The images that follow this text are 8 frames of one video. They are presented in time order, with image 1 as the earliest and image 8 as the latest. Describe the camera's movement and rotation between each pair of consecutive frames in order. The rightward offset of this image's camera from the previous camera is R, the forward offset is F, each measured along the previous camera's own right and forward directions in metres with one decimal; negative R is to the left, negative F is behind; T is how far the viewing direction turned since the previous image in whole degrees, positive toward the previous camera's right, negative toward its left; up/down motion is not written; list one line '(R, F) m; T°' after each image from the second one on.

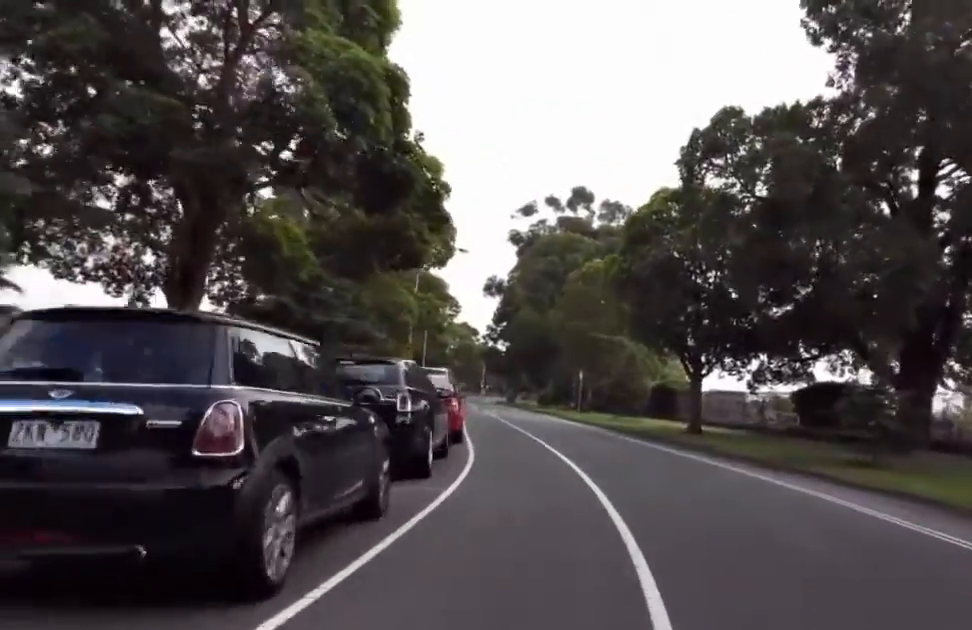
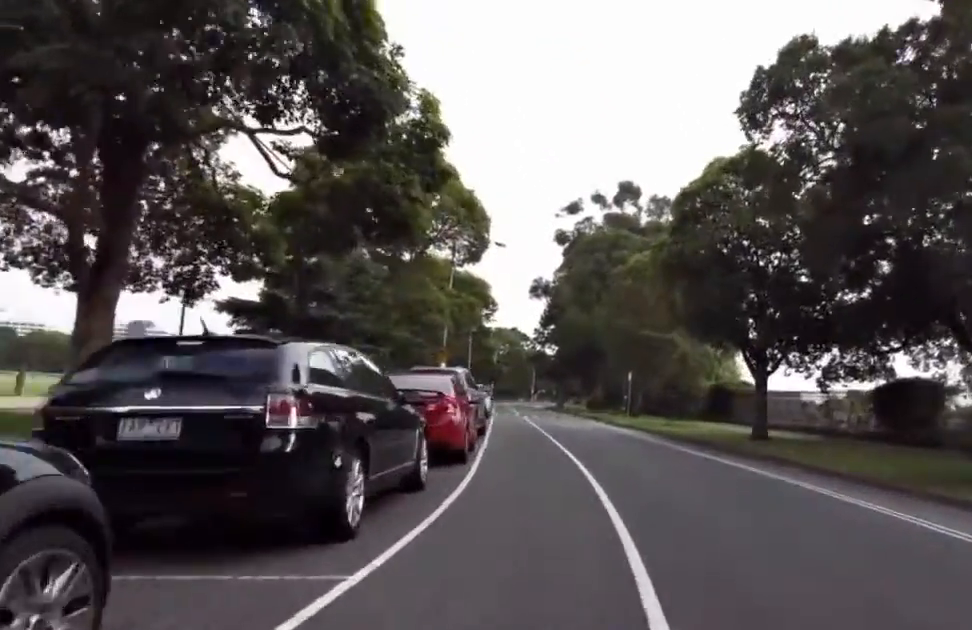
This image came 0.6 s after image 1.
(-0.2, +3.9) m; -6°
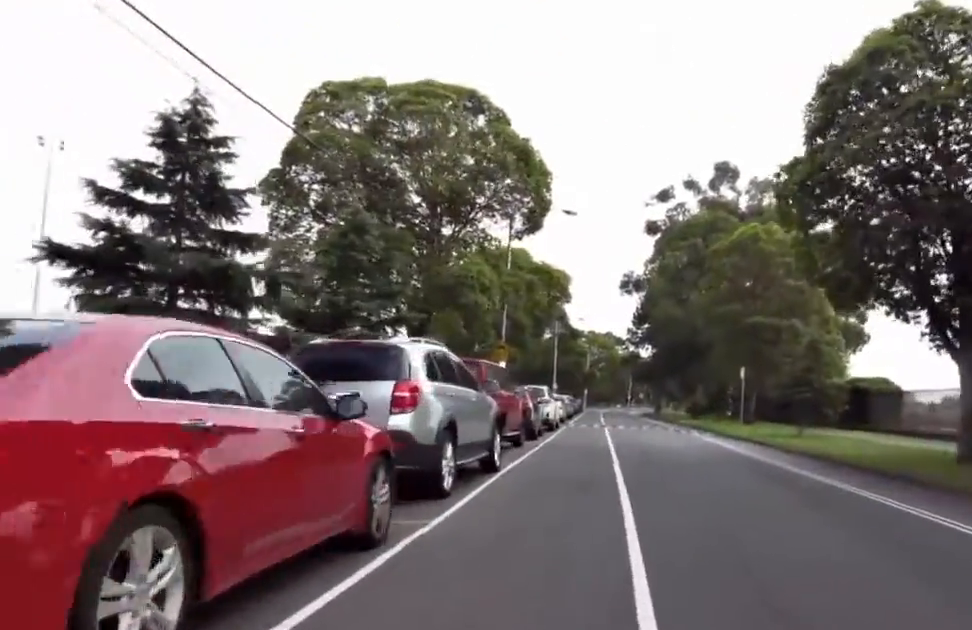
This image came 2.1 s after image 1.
(-1.3, +9.7) m; -8°
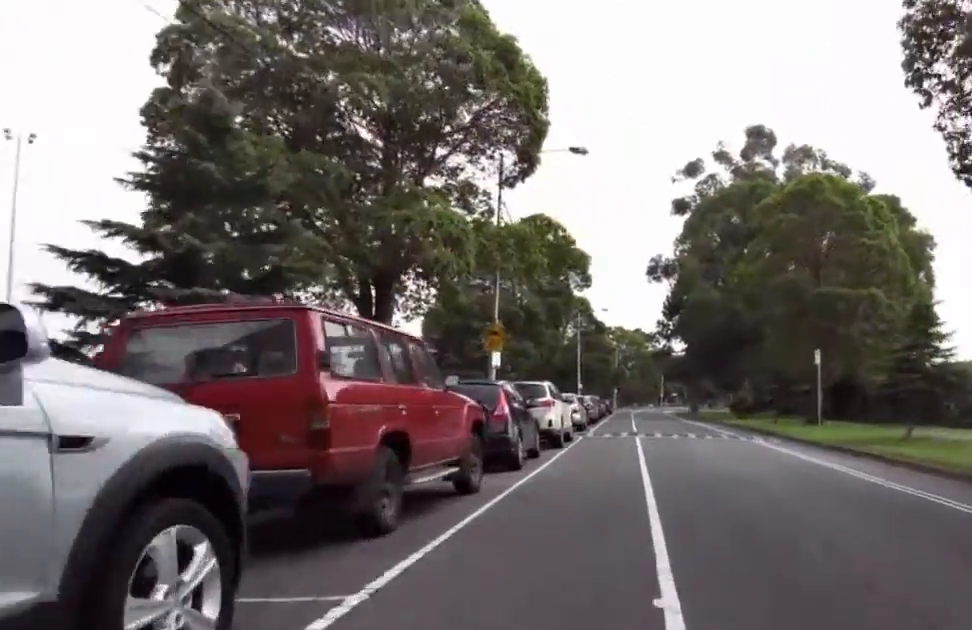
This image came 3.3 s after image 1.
(0.0, +8.2) m; 0°
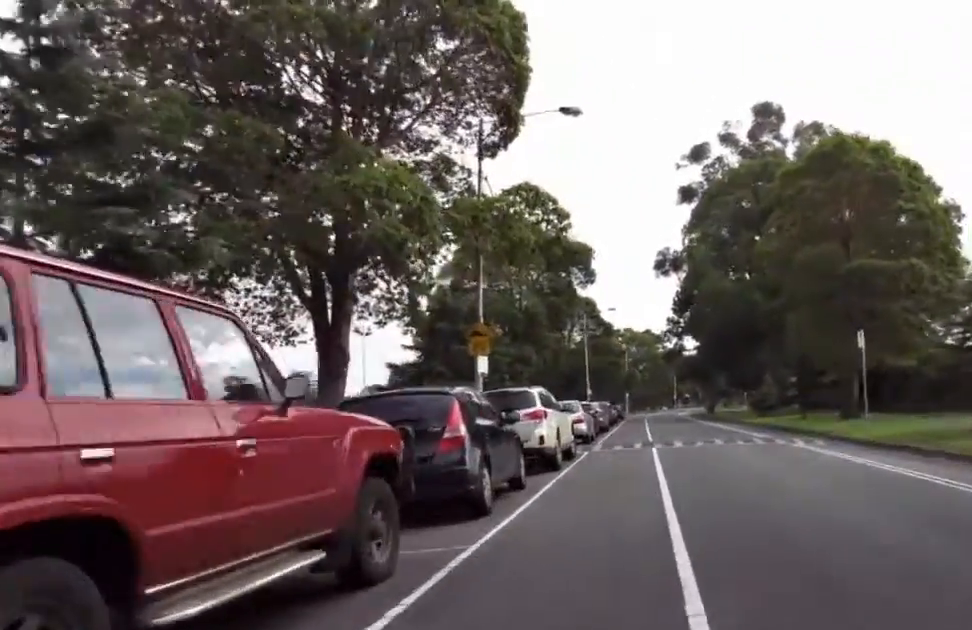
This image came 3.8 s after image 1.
(0.0, +3.8) m; 0°
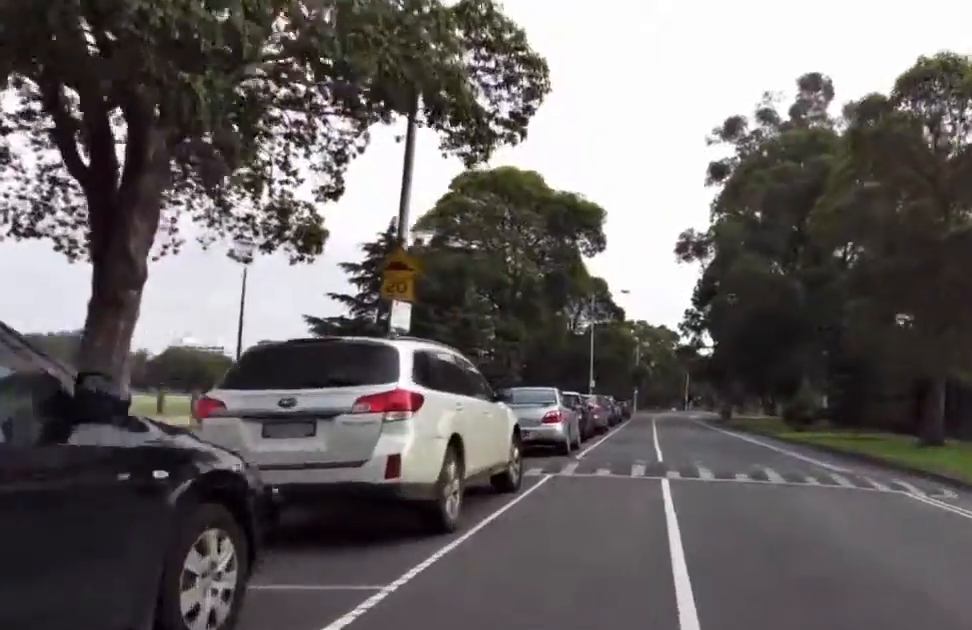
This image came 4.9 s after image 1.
(0.0, +8.1) m; -6°
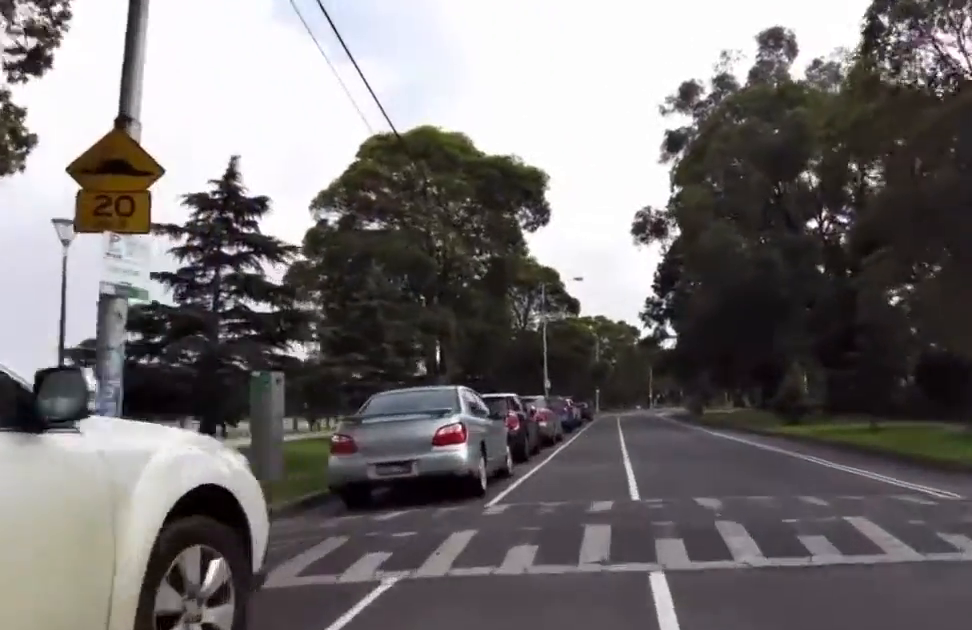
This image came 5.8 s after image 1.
(-0.5, +6.1) m; -3°
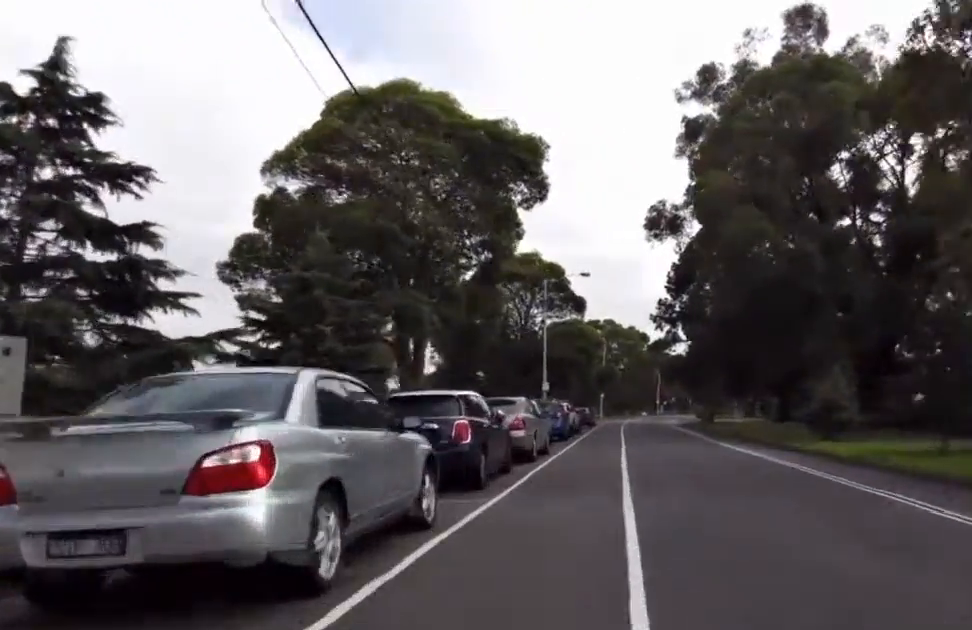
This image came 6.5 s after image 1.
(-0.4, +5.0) m; 0°
